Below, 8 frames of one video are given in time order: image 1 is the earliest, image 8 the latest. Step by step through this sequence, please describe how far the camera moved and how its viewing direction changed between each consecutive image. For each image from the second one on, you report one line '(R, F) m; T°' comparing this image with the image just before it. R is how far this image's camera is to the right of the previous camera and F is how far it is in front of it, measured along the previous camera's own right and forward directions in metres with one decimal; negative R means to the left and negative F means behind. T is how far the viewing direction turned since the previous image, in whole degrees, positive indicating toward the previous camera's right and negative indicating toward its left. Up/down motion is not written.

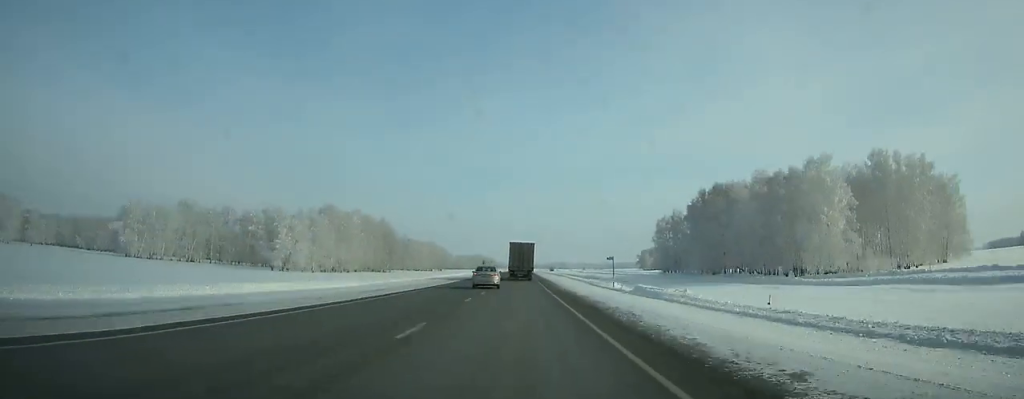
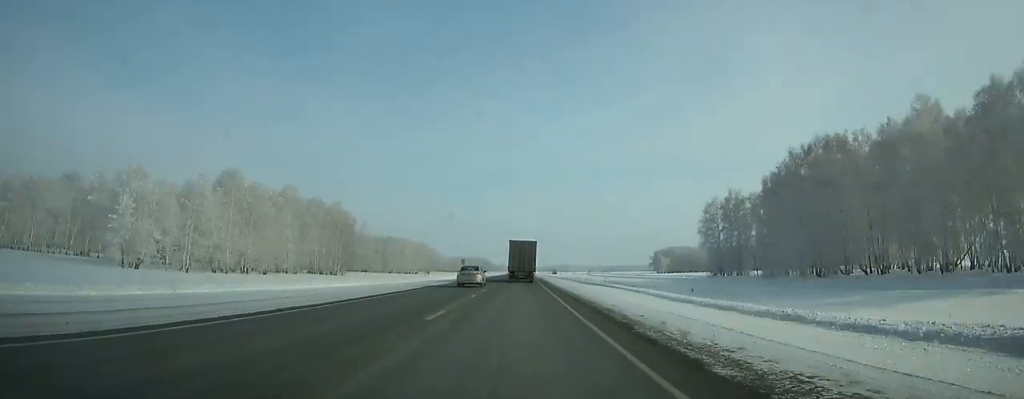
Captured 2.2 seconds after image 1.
(-0.1, +52.8) m; 0°
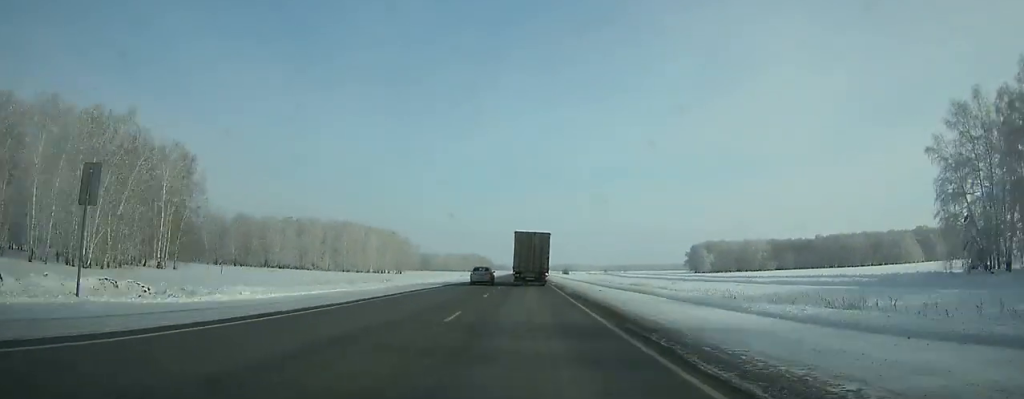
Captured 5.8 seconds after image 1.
(-0.4, +92.5) m; 0°
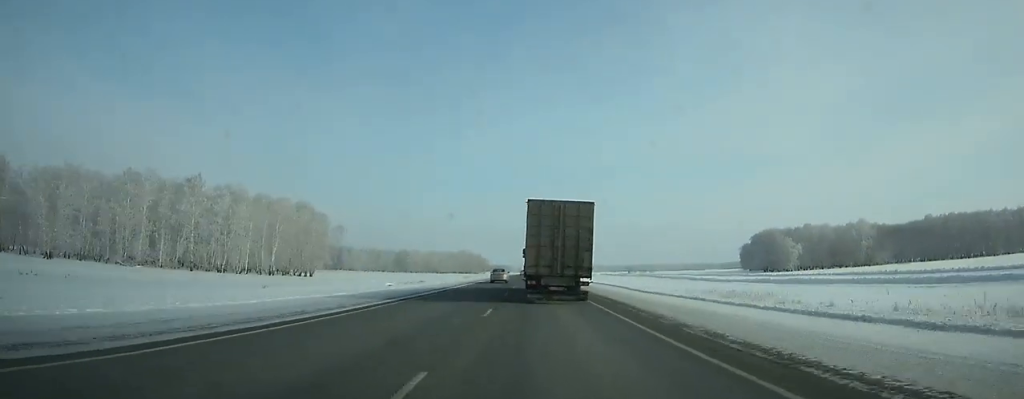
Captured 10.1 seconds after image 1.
(+0.2, +120.1) m; 0°
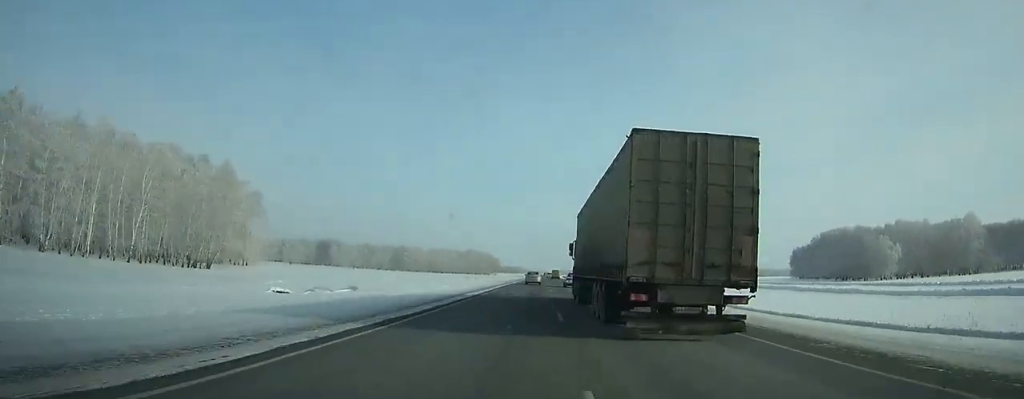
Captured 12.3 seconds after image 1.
(-0.6, +64.9) m; 0°
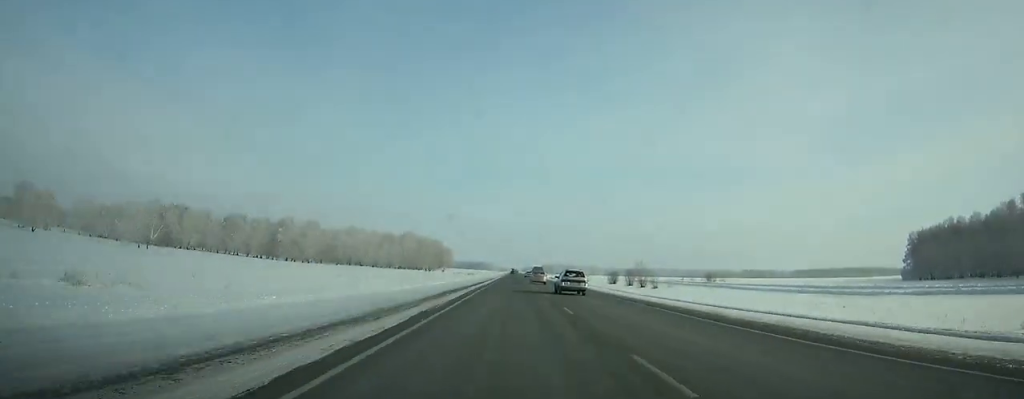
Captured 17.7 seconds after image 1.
(+2.7, +156.0) m; +2°
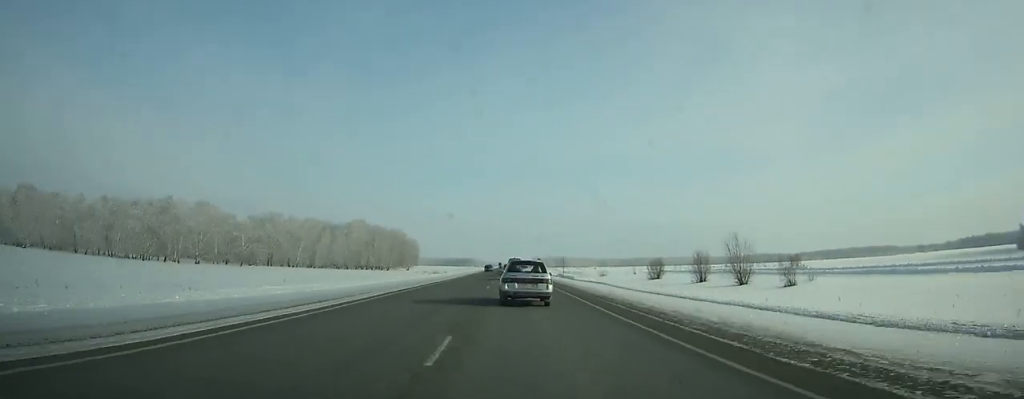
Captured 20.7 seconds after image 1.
(+0.8, +79.1) m; 0°
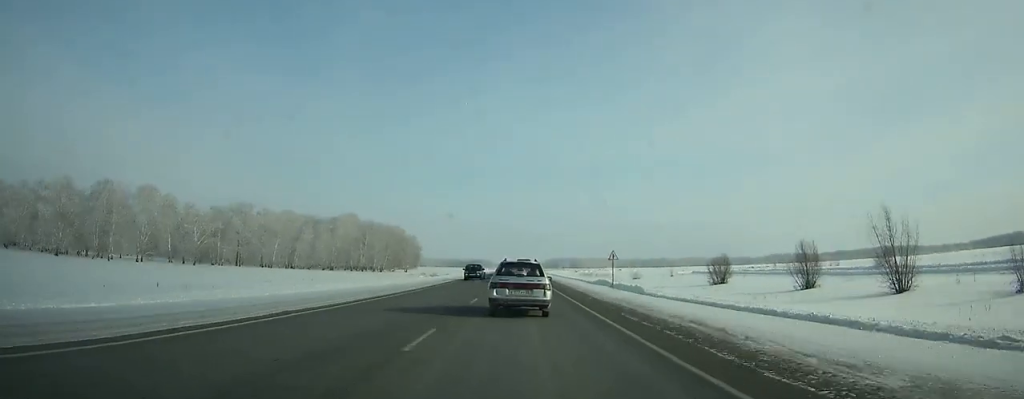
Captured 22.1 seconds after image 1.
(+0.1, +35.1) m; 0°
